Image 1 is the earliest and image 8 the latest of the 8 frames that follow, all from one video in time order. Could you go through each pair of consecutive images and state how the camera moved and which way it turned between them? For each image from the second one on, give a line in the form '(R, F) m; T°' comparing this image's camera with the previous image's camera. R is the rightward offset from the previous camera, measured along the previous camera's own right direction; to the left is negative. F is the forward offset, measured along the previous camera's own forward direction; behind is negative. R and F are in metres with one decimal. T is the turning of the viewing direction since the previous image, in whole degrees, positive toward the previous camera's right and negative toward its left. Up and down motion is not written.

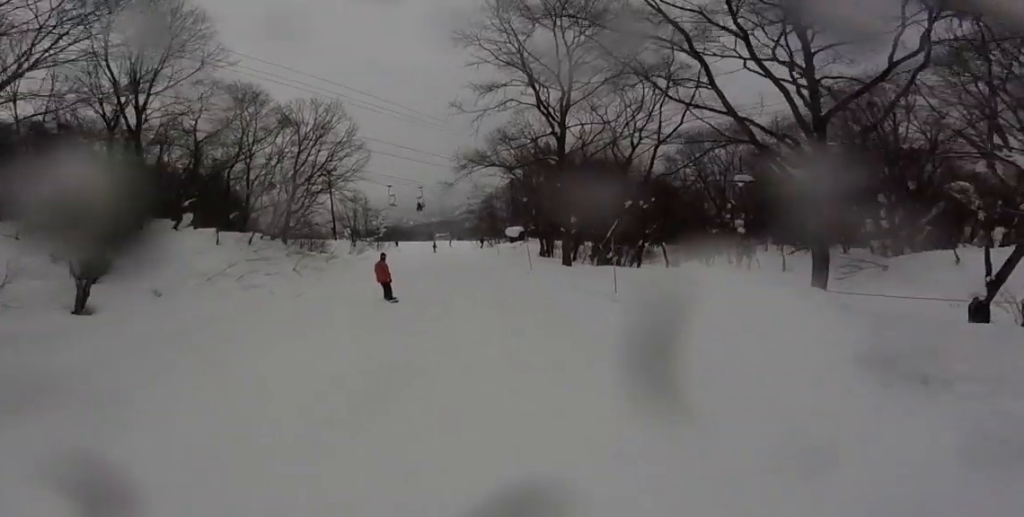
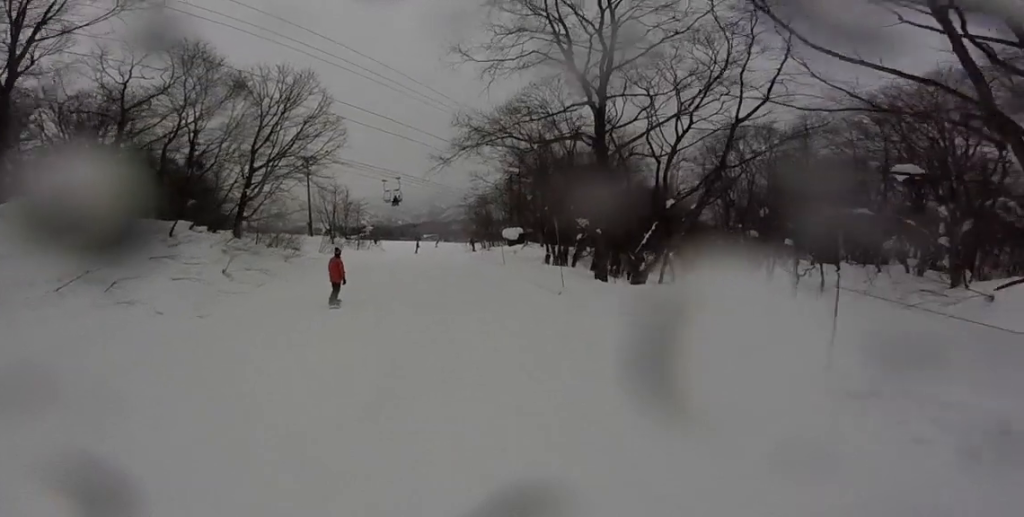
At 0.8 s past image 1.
(0.0, +6.0) m; 0°
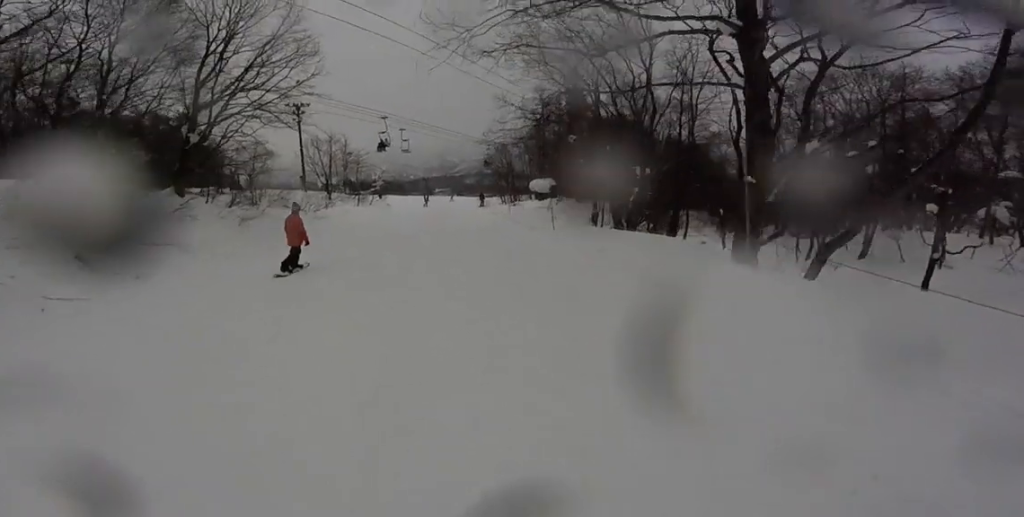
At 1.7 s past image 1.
(-0.5, +6.8) m; +1°
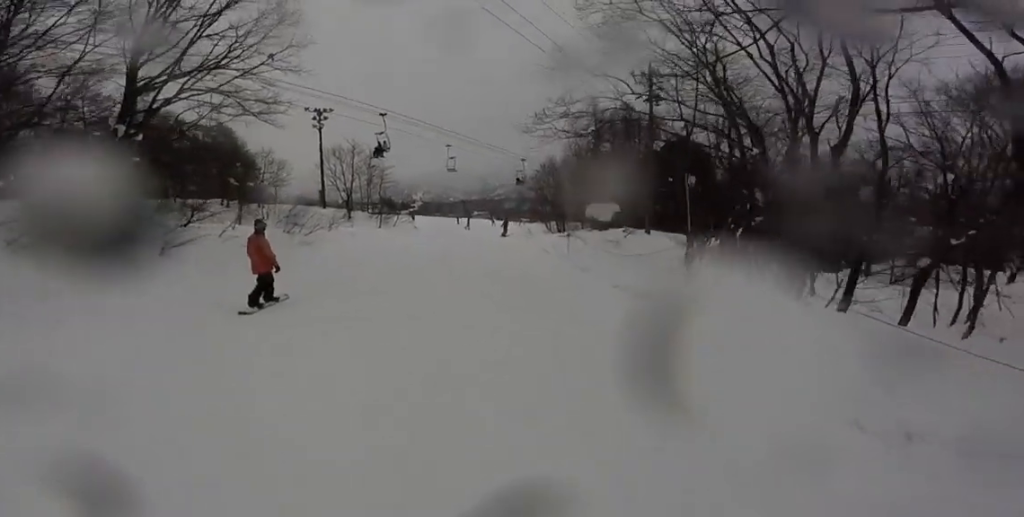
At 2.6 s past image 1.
(+0.8, +6.6) m; +1°
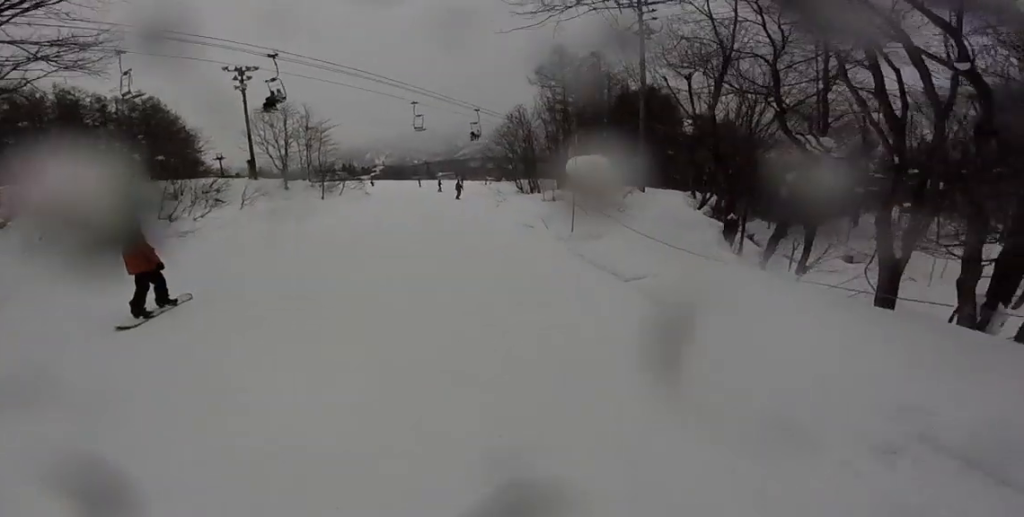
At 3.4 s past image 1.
(-1.2, +5.1) m; +1°
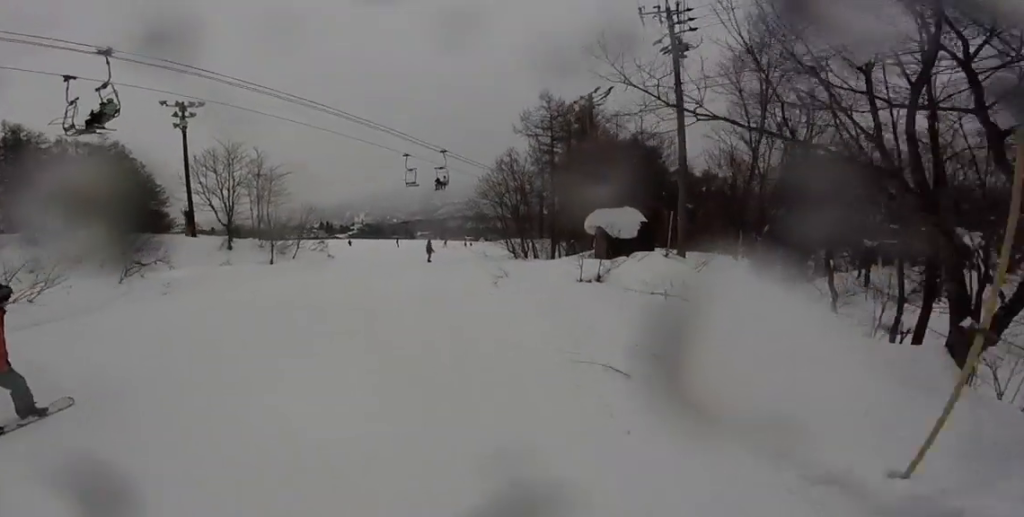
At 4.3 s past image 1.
(+1.5, +6.1) m; 0°
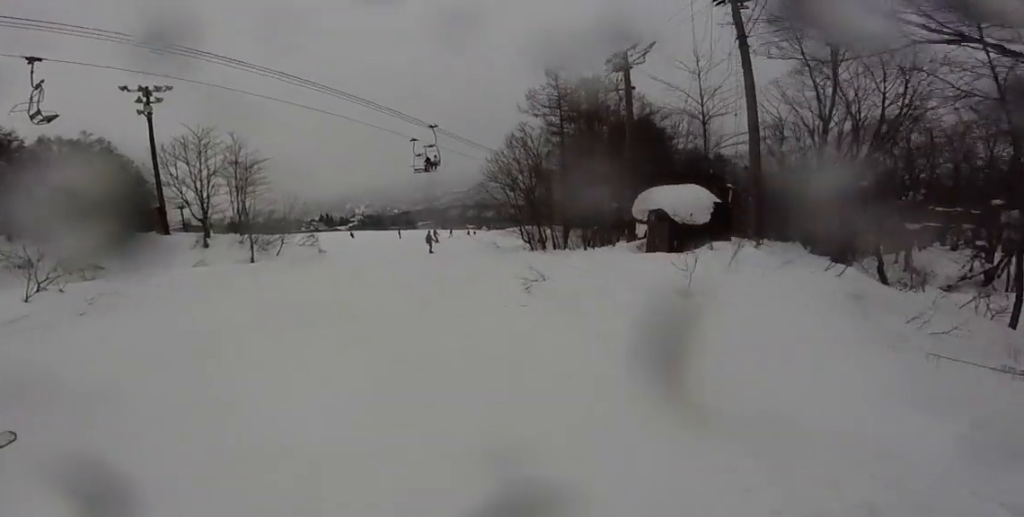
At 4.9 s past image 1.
(-0.7, +3.6) m; 0°
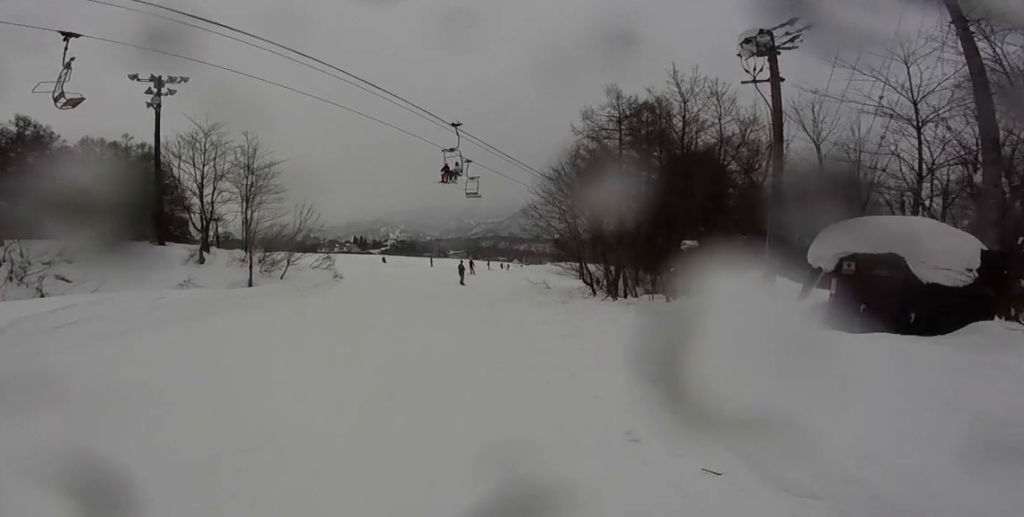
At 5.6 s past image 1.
(-0.4, +5.0) m; 0°
